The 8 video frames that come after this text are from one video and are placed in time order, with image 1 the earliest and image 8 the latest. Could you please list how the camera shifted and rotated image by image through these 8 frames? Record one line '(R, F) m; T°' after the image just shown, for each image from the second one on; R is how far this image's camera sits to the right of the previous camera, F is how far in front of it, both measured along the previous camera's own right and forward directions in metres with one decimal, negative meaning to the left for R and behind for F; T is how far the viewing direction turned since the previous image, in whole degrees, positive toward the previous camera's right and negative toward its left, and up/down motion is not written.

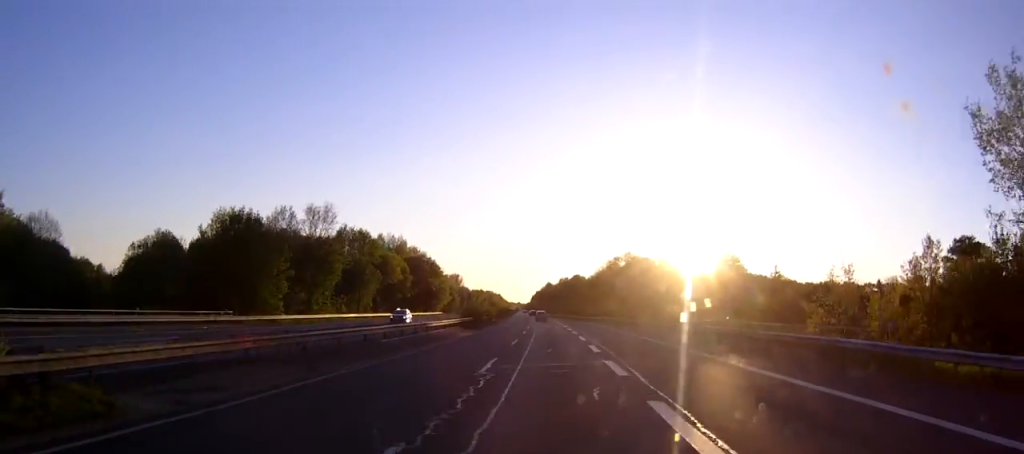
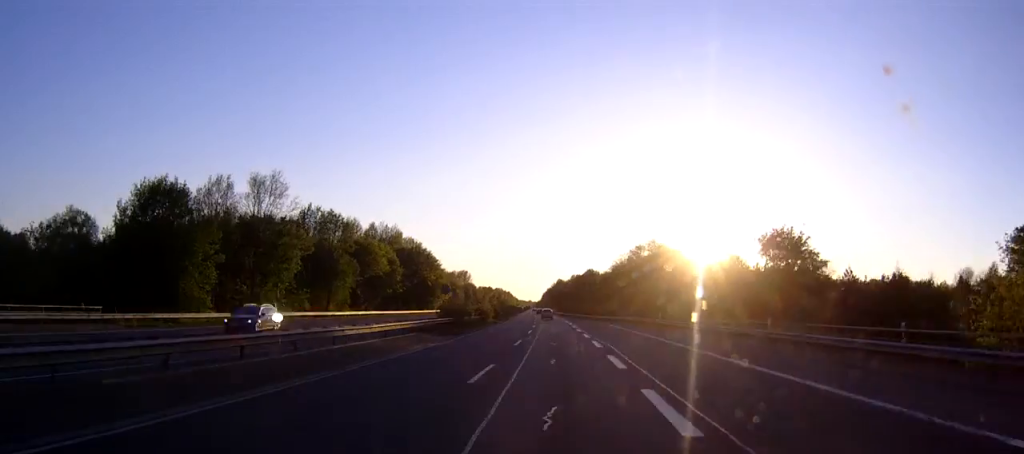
(-0.2, +21.5) m; -1°
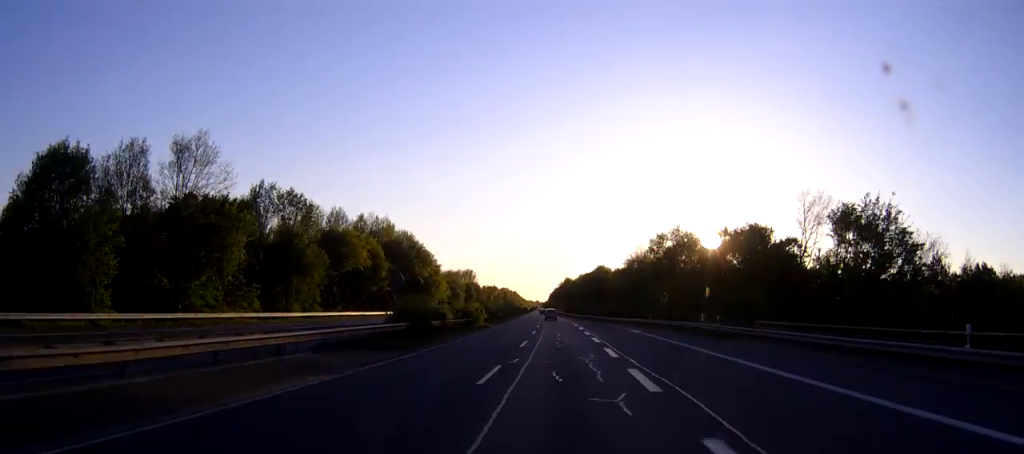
(0.0, +18.0) m; 0°
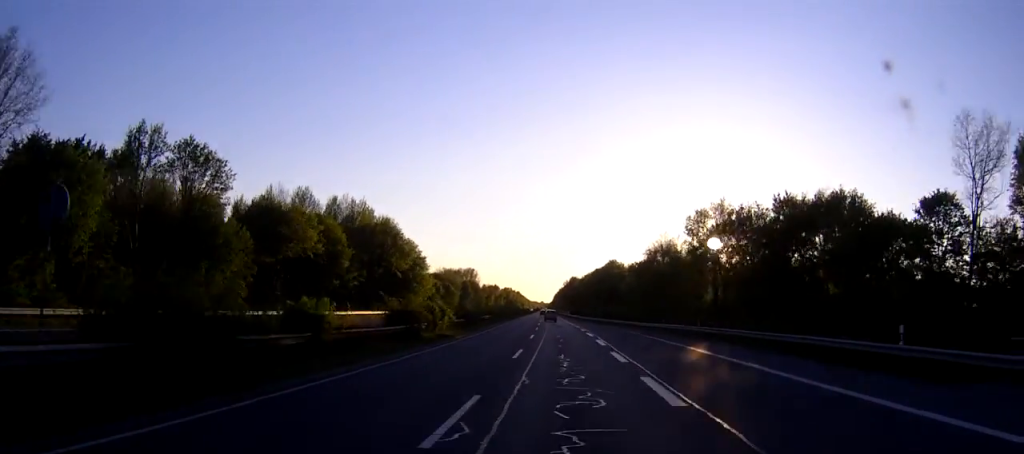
(-0.2, +25.7) m; -1°
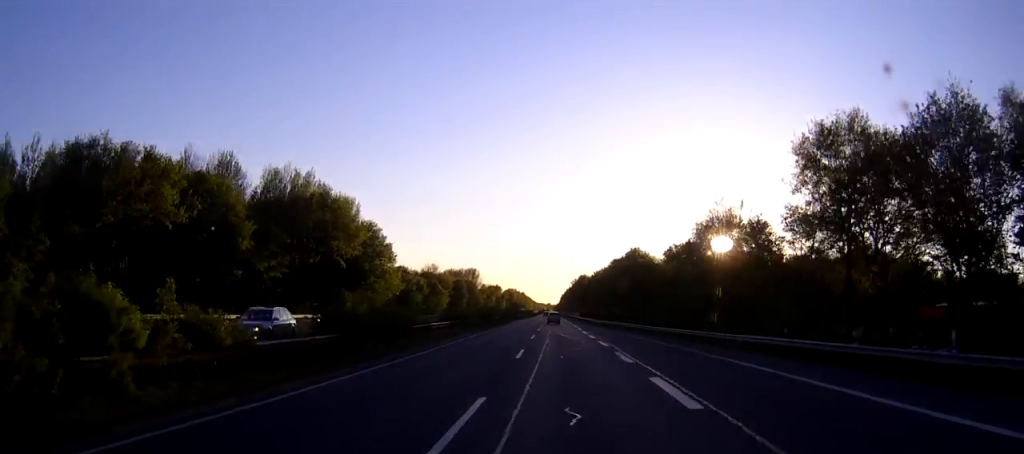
(-0.3, +36.0) m; -1°
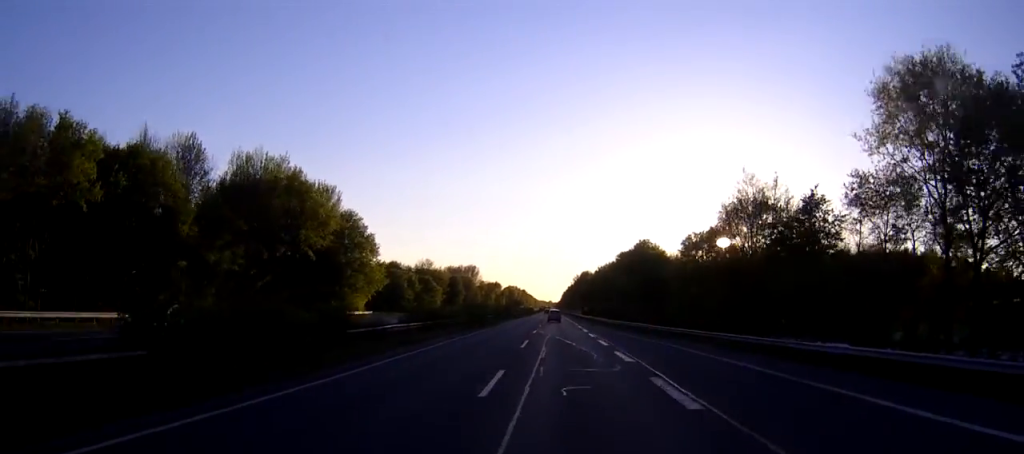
(0.0, +12.0) m; 0°
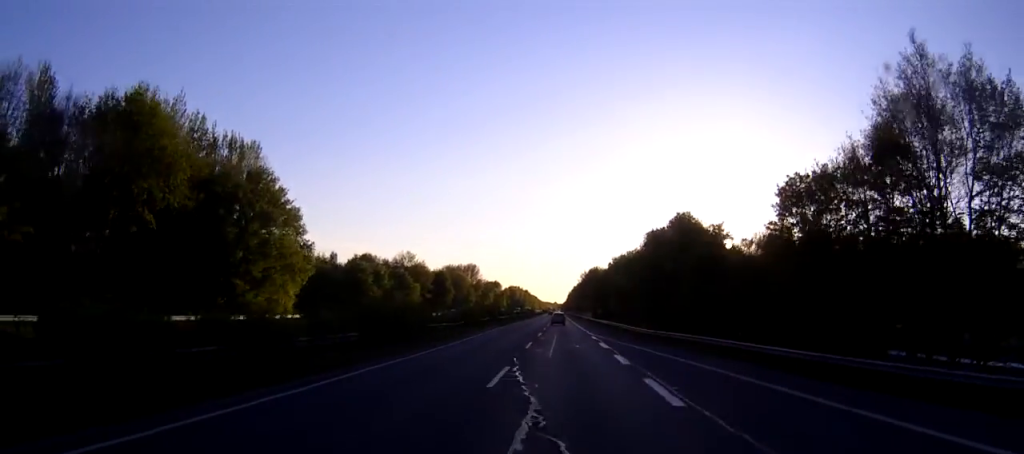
(-0.1, +33.5) m; 0°
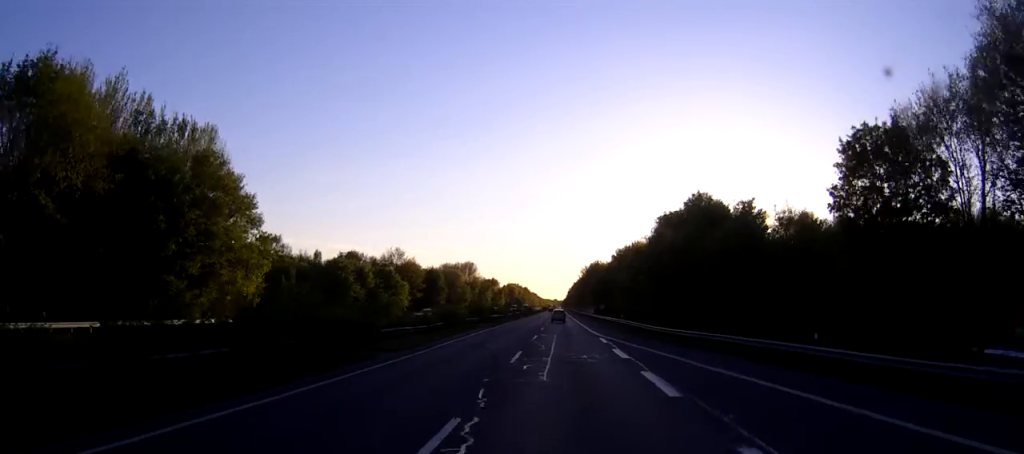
(0.0, +11.2) m; 0°
